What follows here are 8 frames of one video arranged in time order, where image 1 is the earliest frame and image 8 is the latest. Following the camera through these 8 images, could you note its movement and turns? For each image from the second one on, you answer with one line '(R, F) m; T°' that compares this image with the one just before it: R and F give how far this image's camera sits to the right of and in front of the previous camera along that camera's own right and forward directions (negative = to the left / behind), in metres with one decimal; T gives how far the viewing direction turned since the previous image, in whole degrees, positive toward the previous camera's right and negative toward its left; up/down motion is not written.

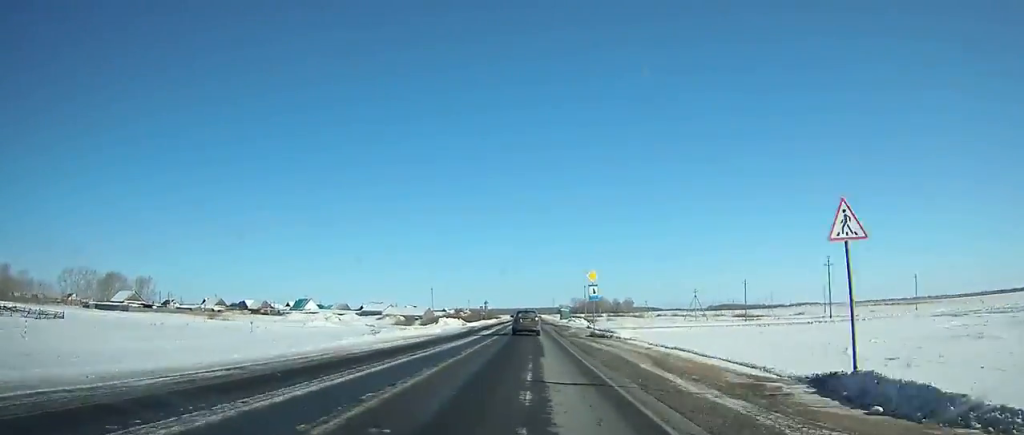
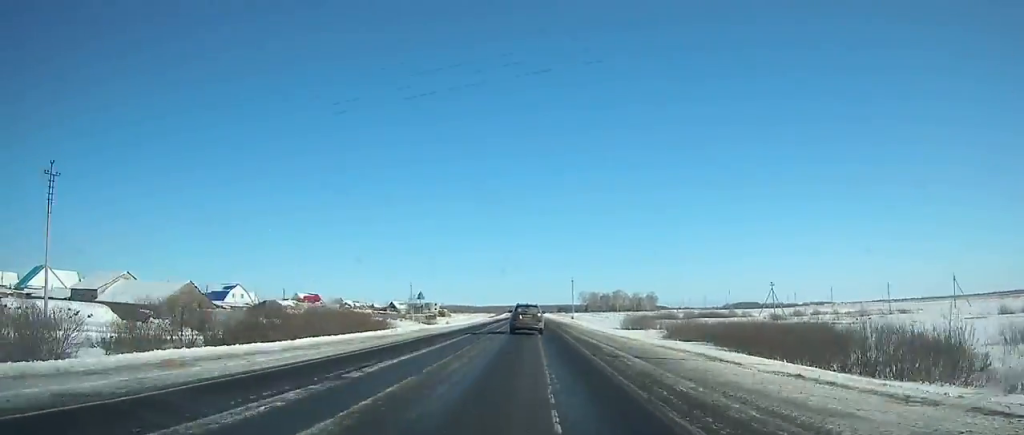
(+0.3, +173.8) m; +1°
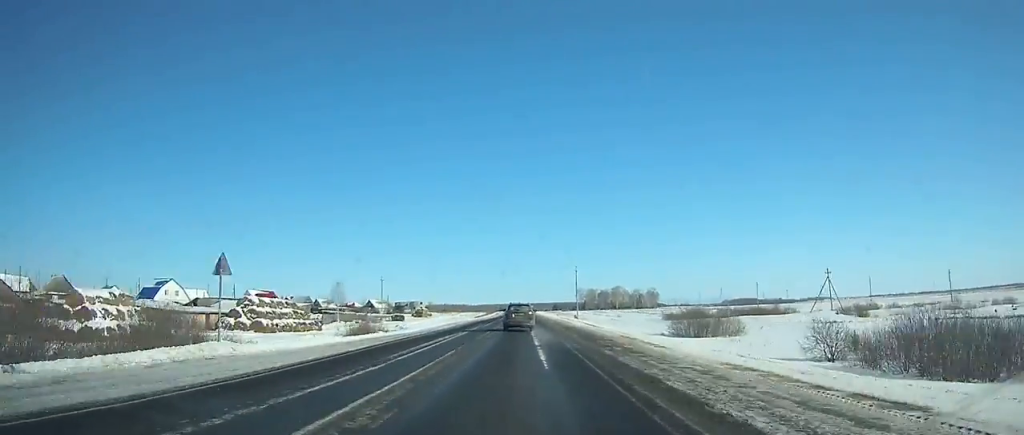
(+0.1, +34.4) m; 0°
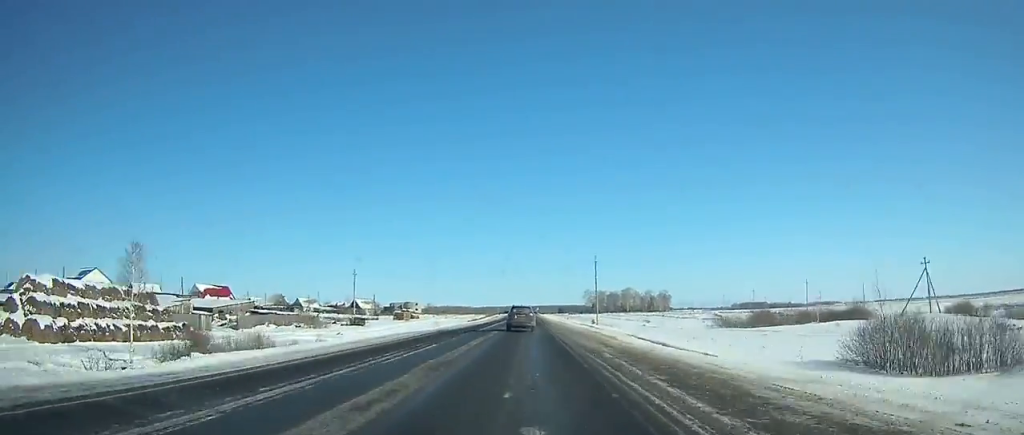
(+0.1, +31.9) m; 0°
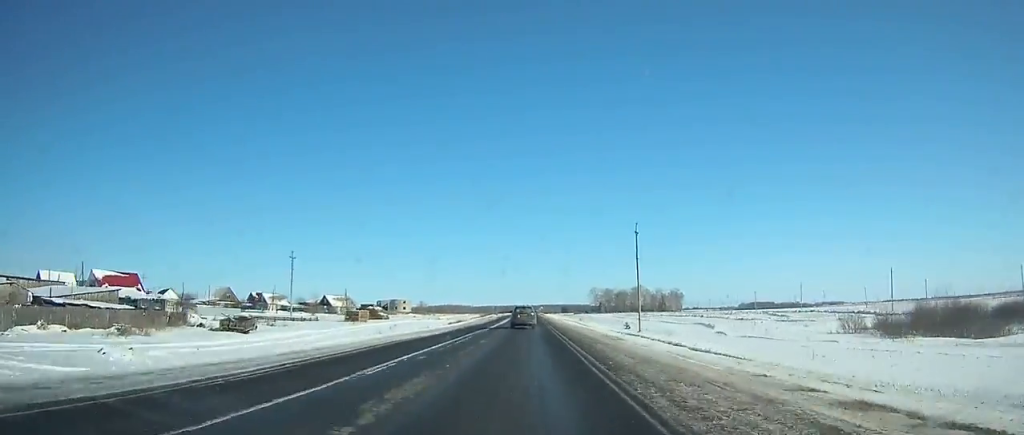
(0.0, +41.2) m; 0°
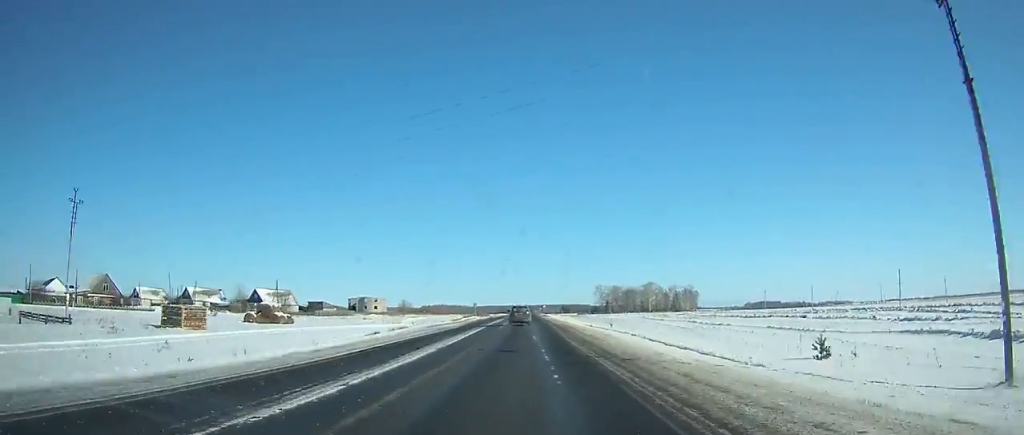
(-0.1, +54.2) m; 0°
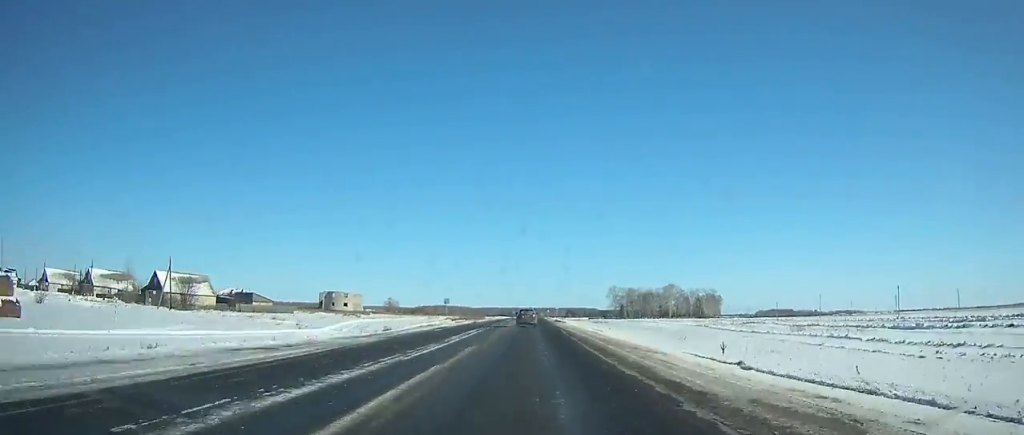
(+0.2, +49.1) m; 0°
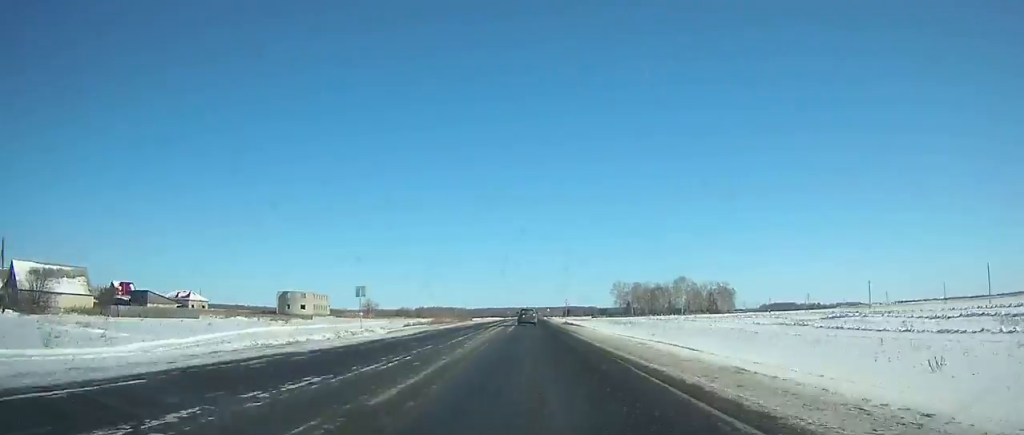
(+0.1, +36.4) m; 0°
